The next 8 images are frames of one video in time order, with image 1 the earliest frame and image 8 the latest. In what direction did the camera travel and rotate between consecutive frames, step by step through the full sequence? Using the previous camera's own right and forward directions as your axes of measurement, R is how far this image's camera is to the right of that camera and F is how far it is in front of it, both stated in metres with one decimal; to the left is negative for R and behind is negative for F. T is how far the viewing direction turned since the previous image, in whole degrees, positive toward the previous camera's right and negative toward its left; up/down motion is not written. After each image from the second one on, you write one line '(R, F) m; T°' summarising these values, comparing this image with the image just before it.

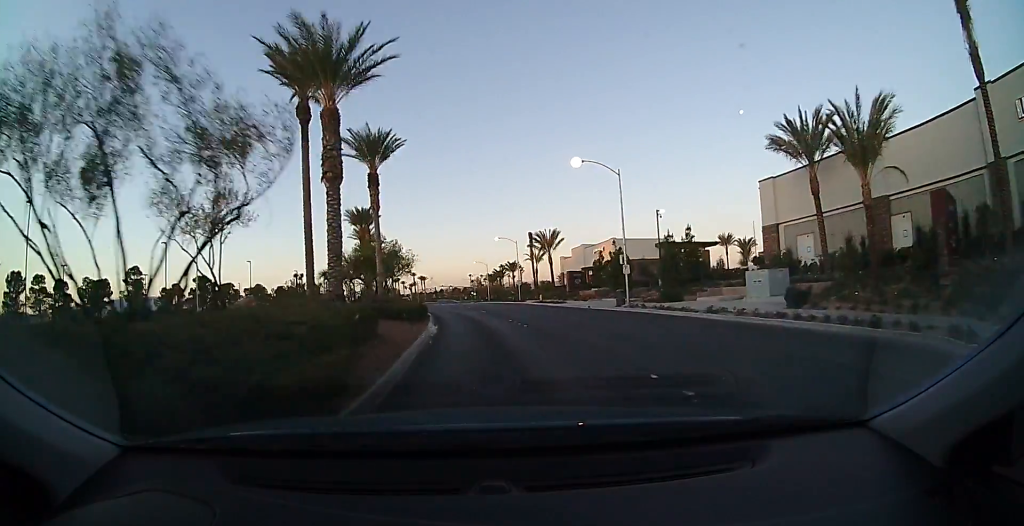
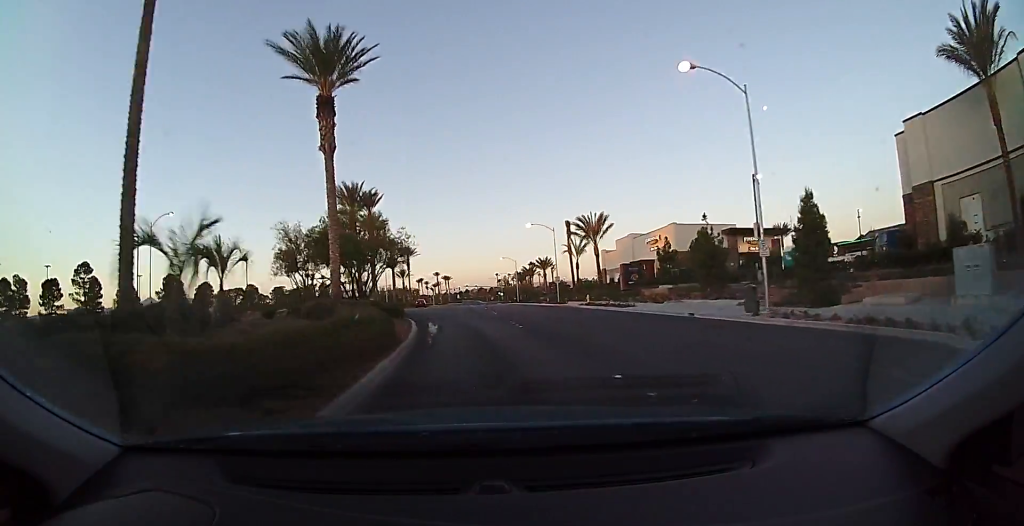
(+0.2, +12.4) m; -1°
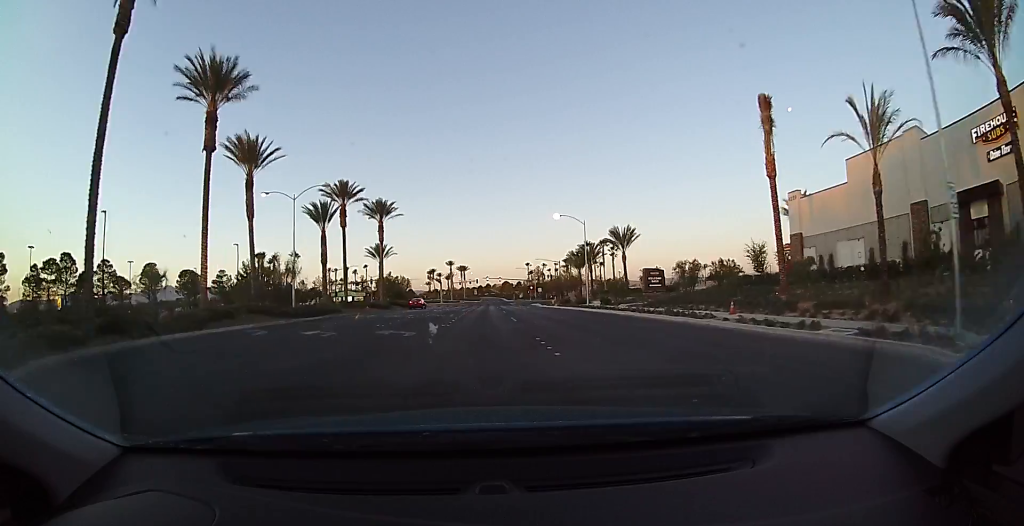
(-3.0, +42.9) m; -5°
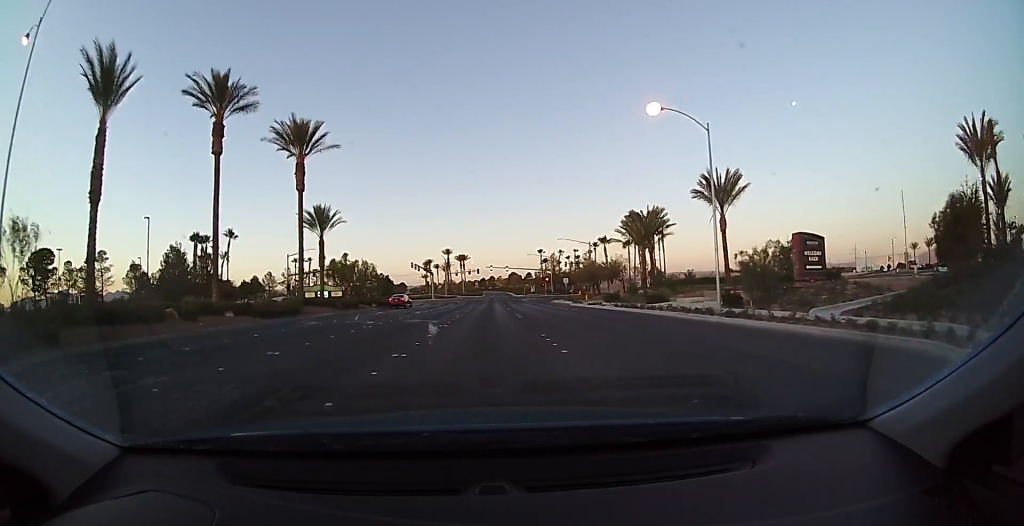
(0.0, +24.1) m; 0°
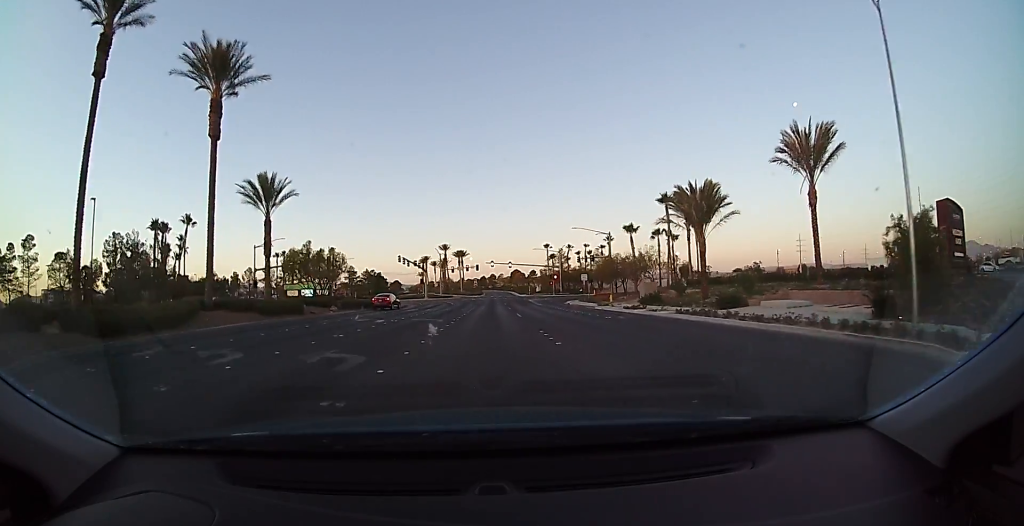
(0.0, +11.2) m; 0°
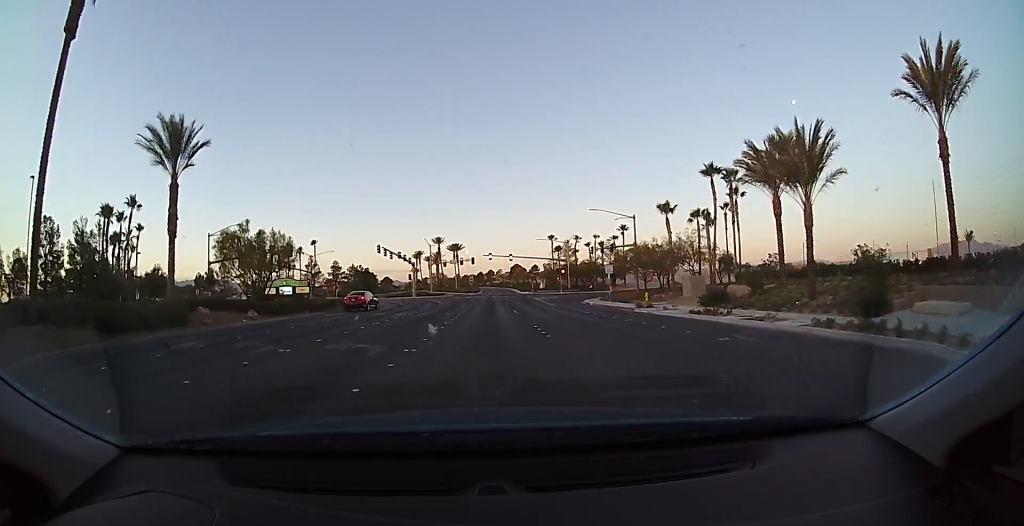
(0.0, +12.1) m; 0°
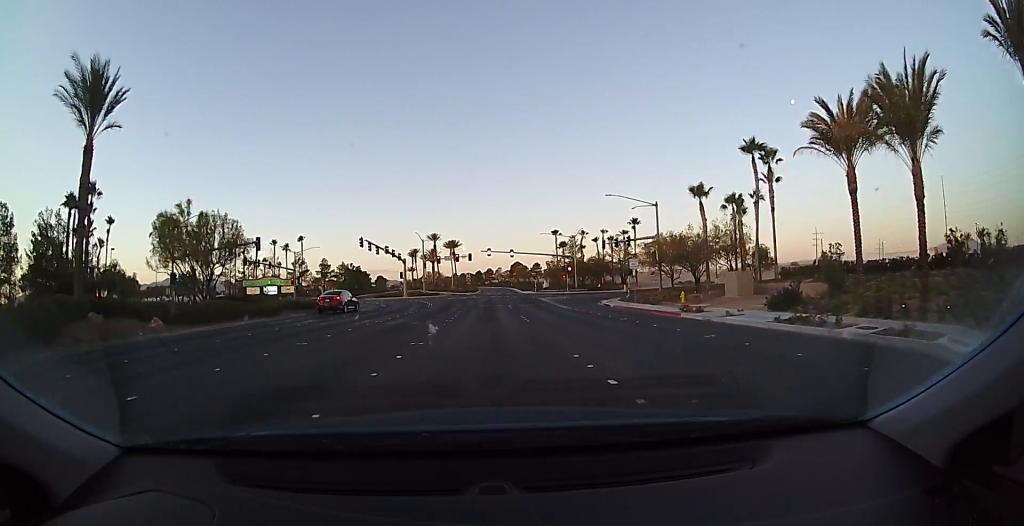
(0.0, +8.3) m; 0°
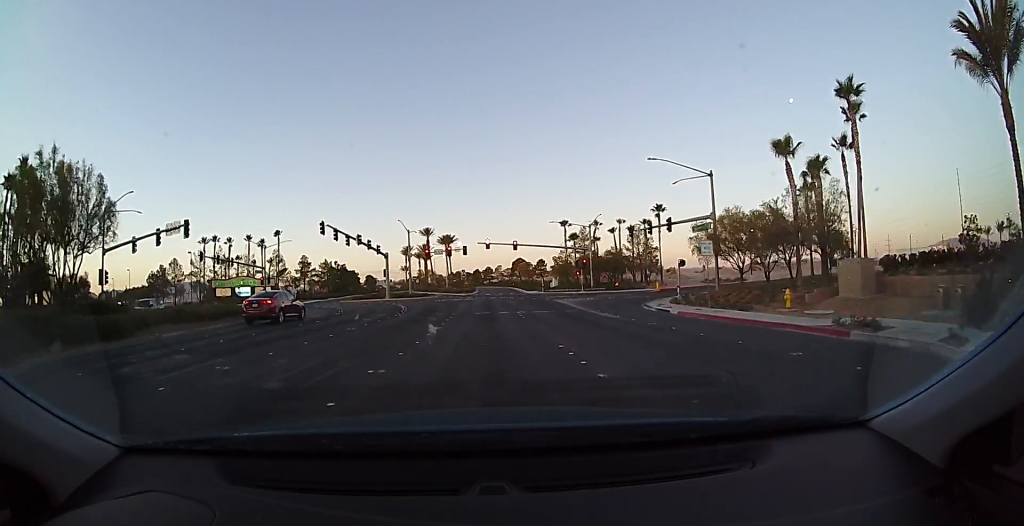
(0.0, +13.6) m; +1°
